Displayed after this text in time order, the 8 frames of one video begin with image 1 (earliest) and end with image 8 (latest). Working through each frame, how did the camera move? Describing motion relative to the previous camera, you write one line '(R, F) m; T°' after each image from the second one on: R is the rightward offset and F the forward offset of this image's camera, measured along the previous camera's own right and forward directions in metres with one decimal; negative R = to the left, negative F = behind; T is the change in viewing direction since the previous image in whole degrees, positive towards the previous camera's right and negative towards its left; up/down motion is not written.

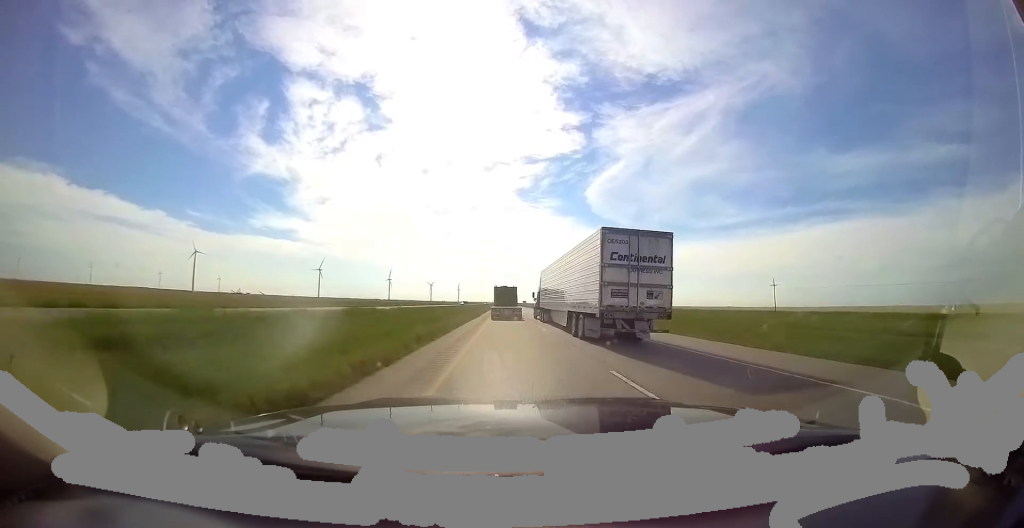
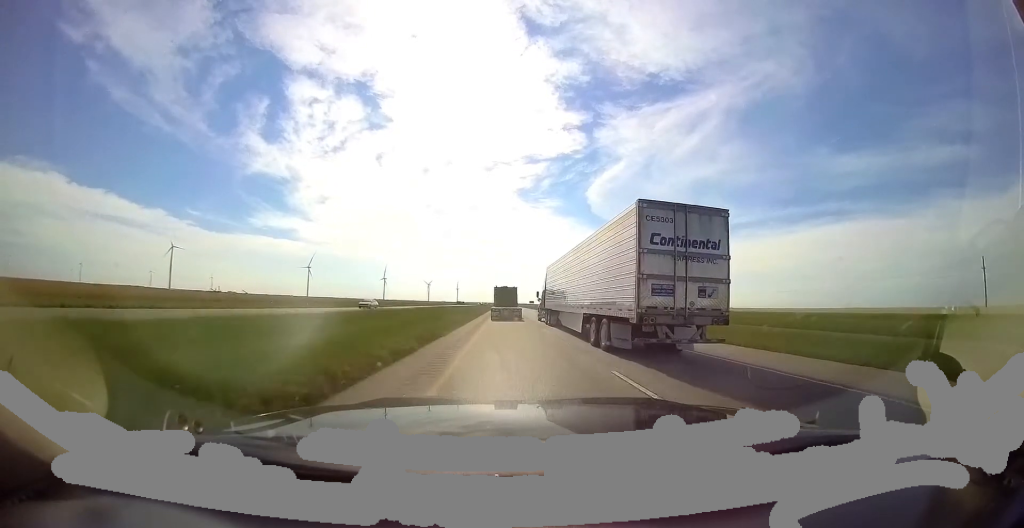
(-0.8, +60.9) m; -1°
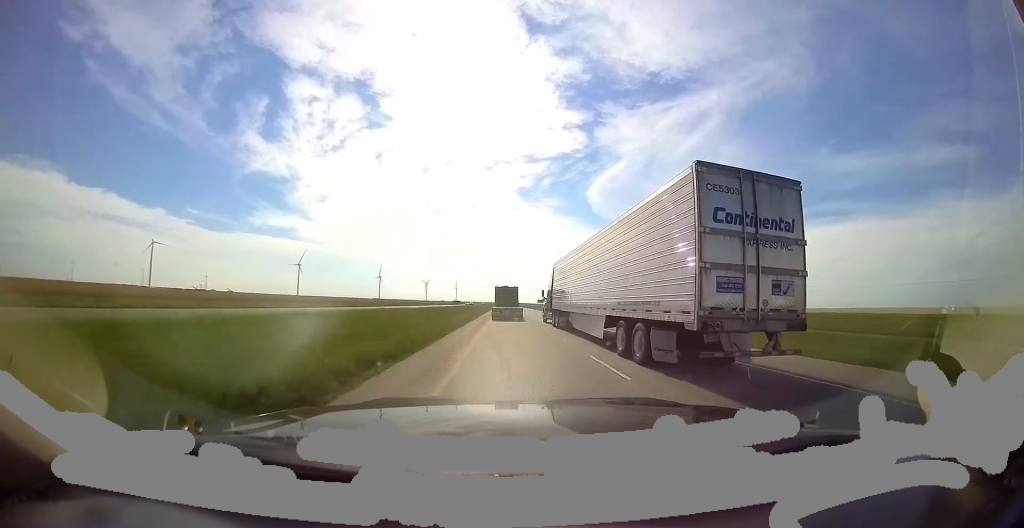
(-0.6, +46.3) m; +1°
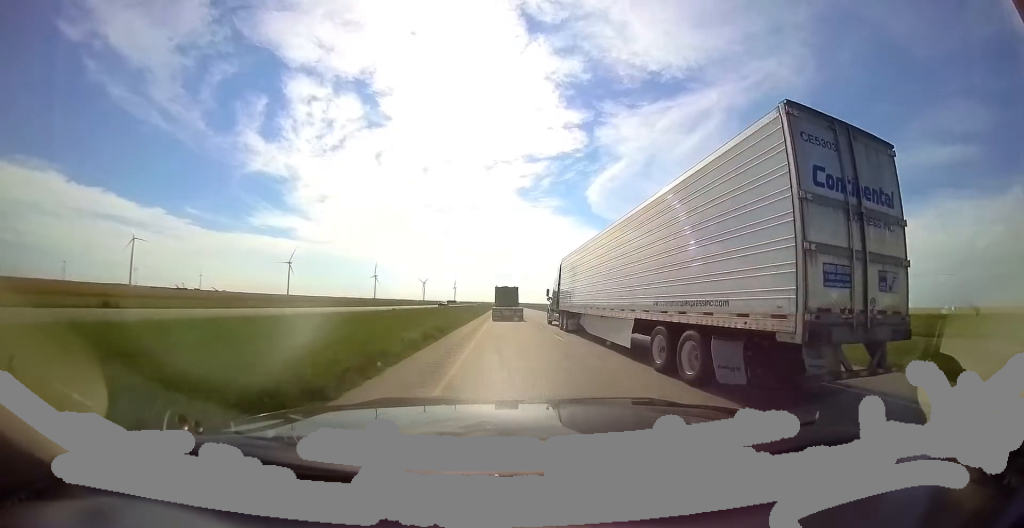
(+1.3, +42.1) m; +2°
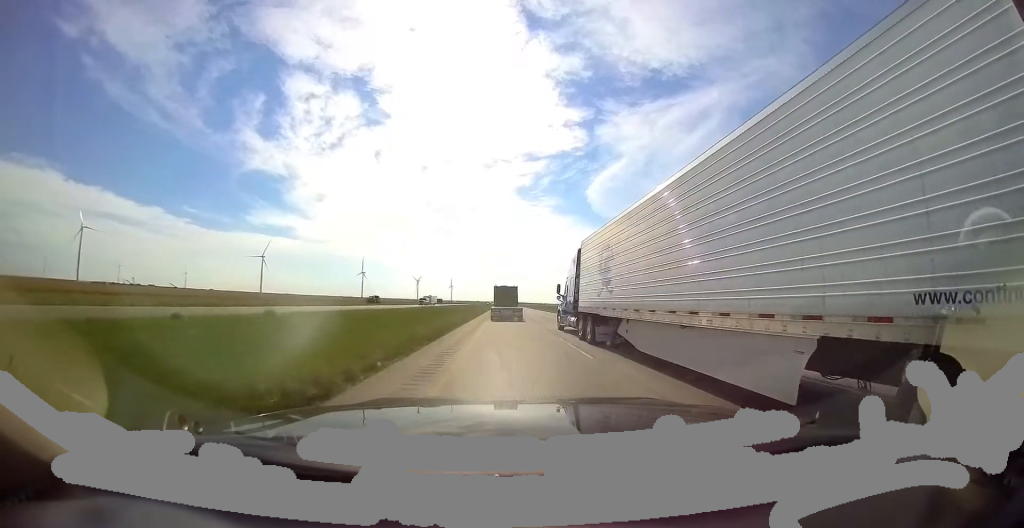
(+1.3, +101.3) m; 0°
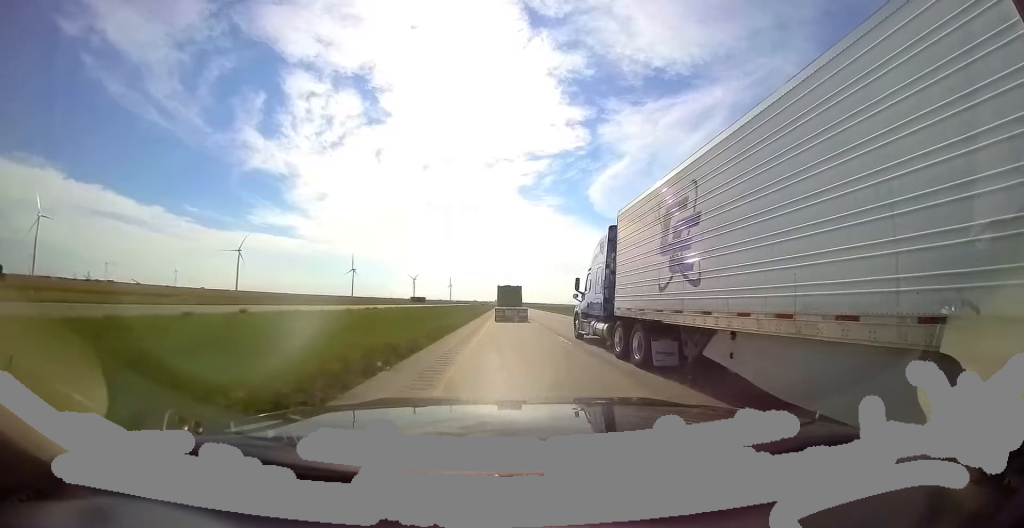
(-1.2, +82.5) m; -2°
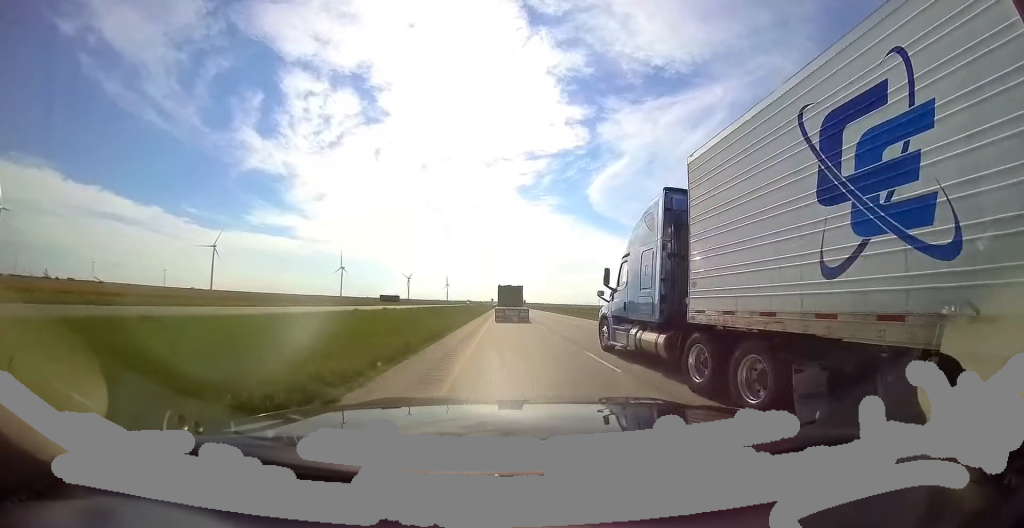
(-0.3, +66.1) m; 0°
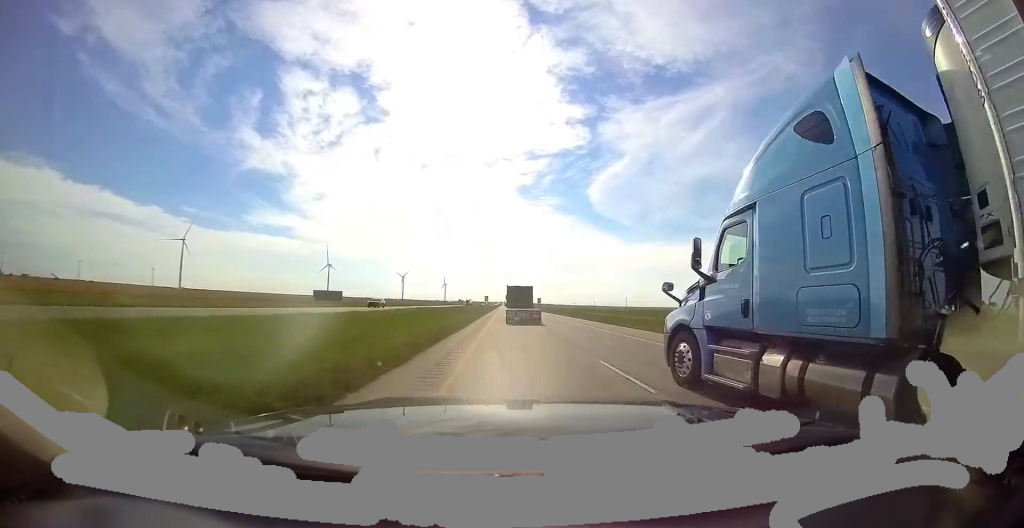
(+0.2, +75.9) m; +1°
